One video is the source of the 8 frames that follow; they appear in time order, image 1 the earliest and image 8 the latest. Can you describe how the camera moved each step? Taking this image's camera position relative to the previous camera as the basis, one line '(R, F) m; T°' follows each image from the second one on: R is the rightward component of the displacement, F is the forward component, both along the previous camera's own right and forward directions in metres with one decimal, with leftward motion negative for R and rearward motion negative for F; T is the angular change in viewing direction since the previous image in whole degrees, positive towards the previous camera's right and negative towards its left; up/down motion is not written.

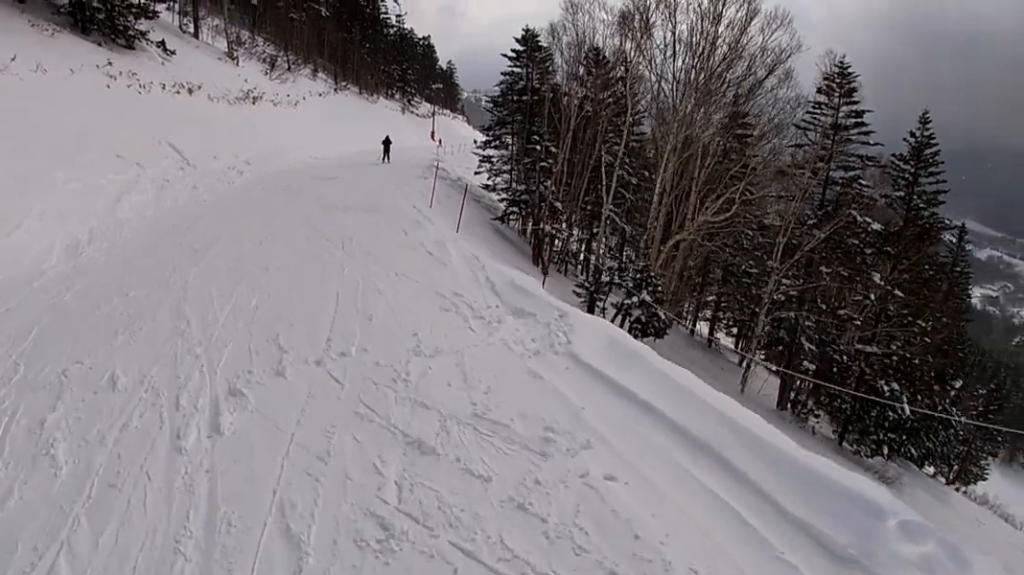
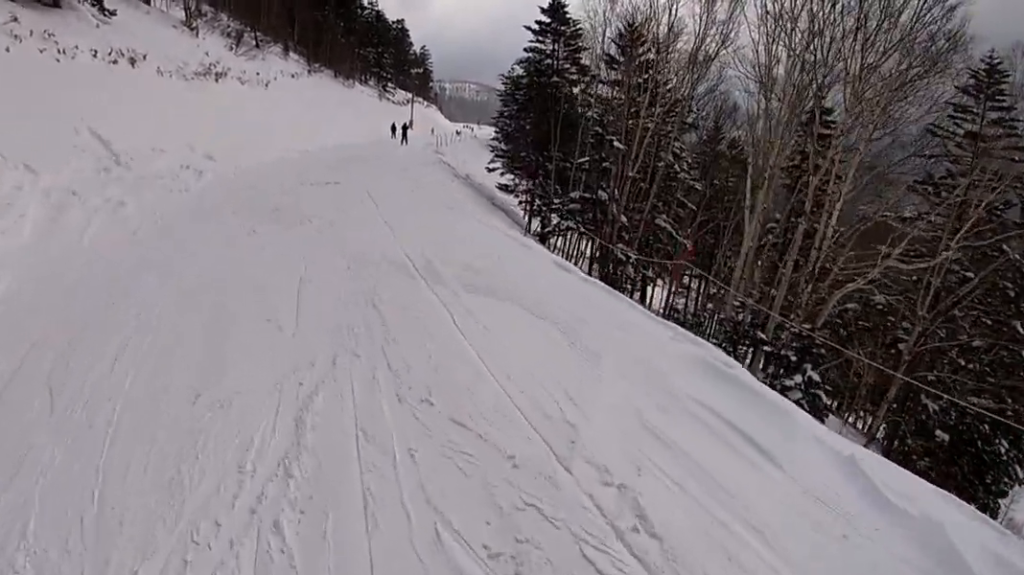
(-3.4, +8.9) m; -7°
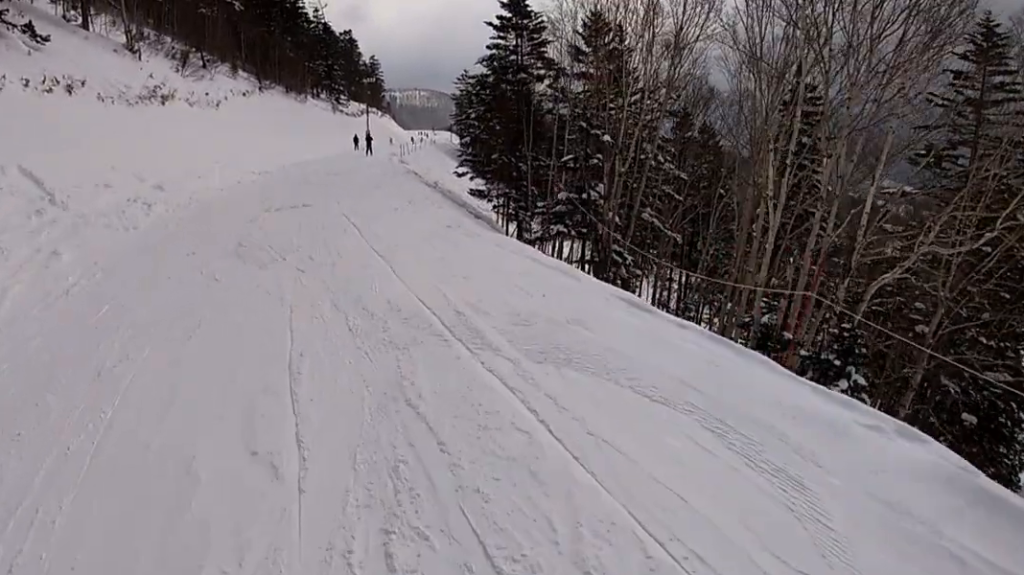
(+0.7, +2.4) m; +8°
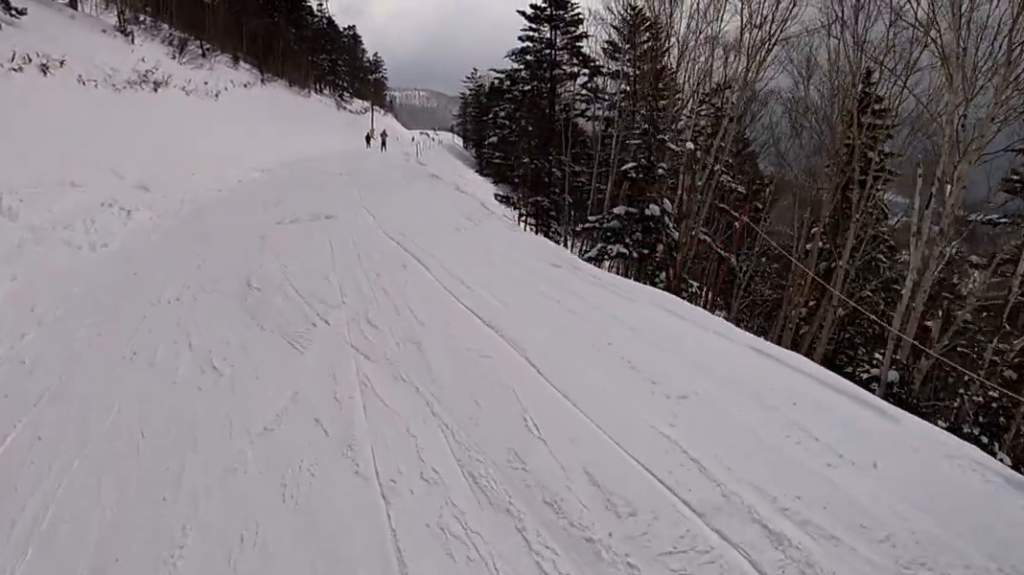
(+0.6, +4.1) m; +4°
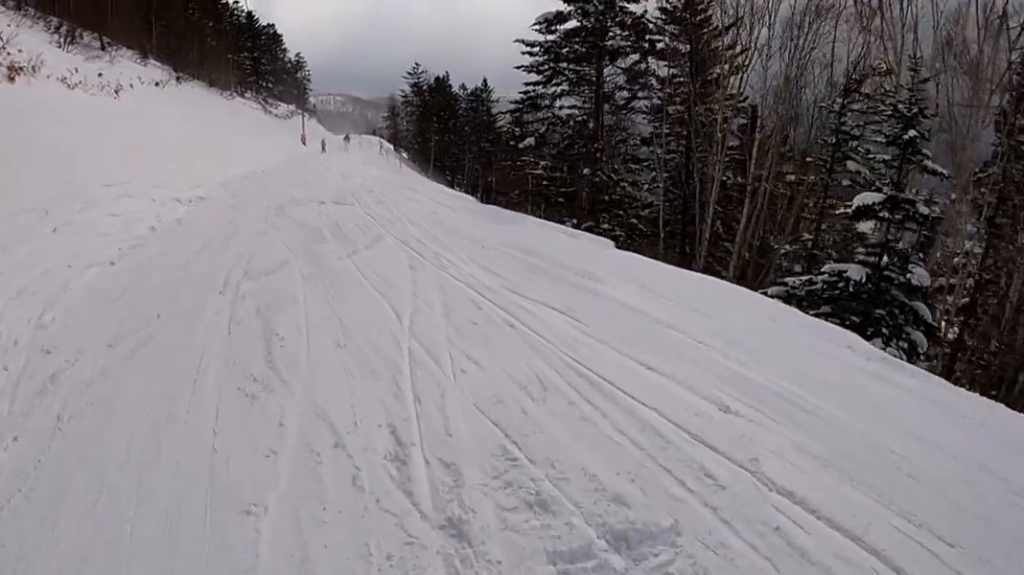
(-1.8, +11.0) m; -3°
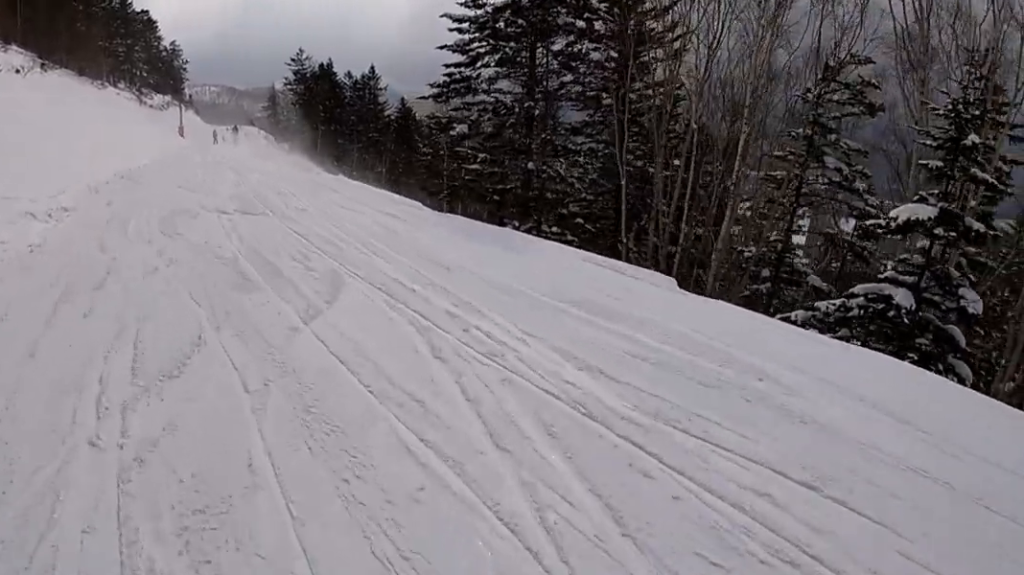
(+0.5, +4.0) m; +10°
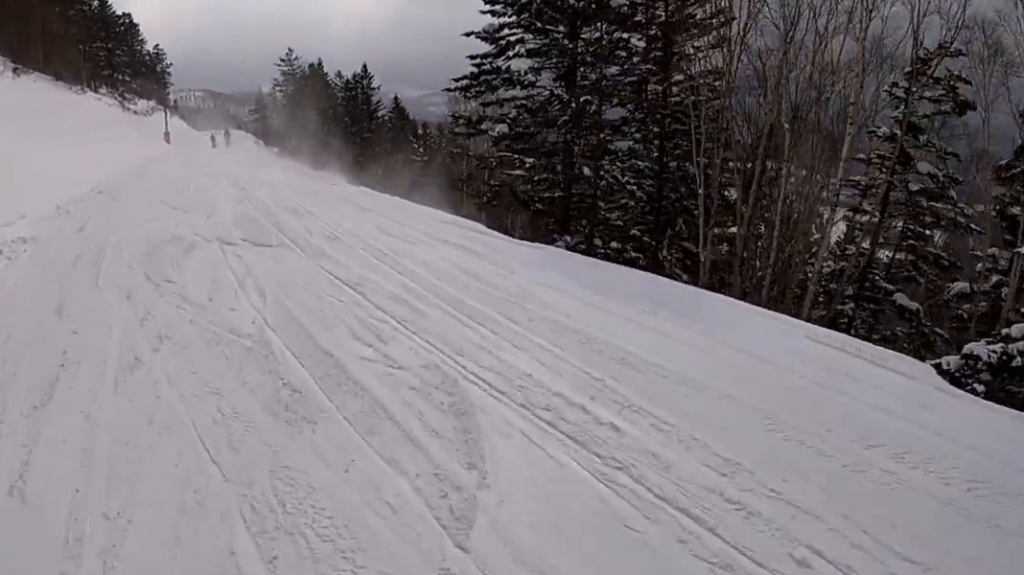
(0.0, +3.4) m; +6°
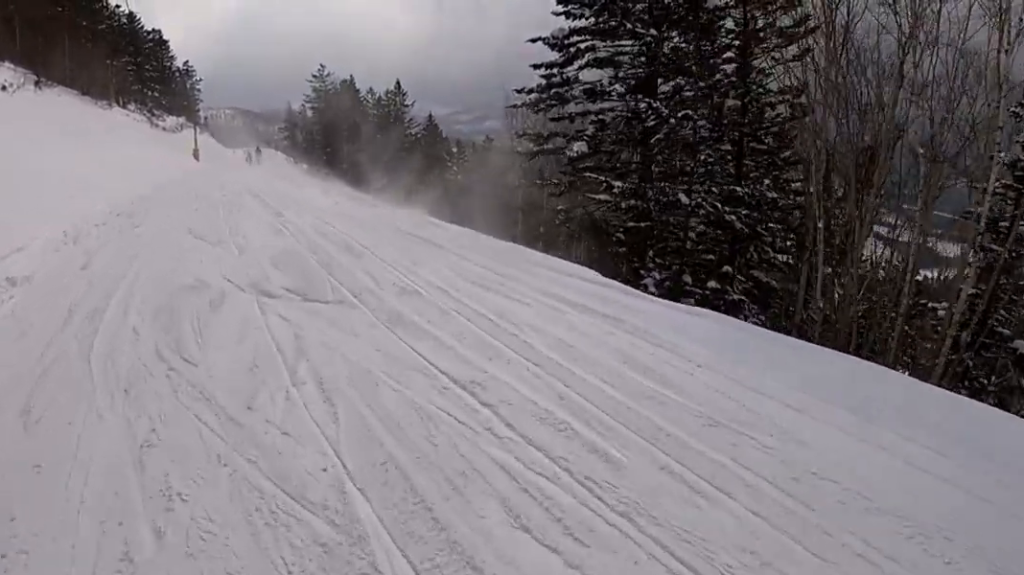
(+0.1, +2.7) m; +2°
